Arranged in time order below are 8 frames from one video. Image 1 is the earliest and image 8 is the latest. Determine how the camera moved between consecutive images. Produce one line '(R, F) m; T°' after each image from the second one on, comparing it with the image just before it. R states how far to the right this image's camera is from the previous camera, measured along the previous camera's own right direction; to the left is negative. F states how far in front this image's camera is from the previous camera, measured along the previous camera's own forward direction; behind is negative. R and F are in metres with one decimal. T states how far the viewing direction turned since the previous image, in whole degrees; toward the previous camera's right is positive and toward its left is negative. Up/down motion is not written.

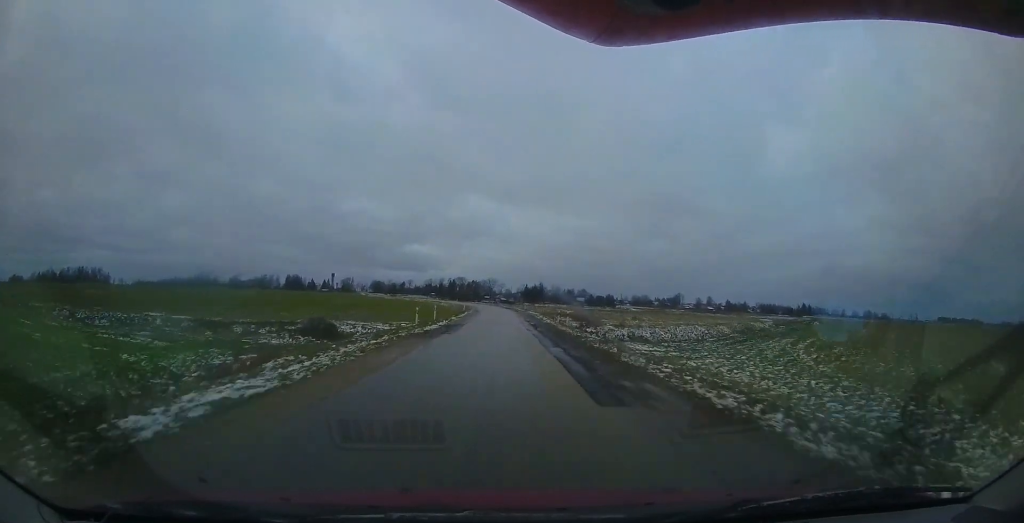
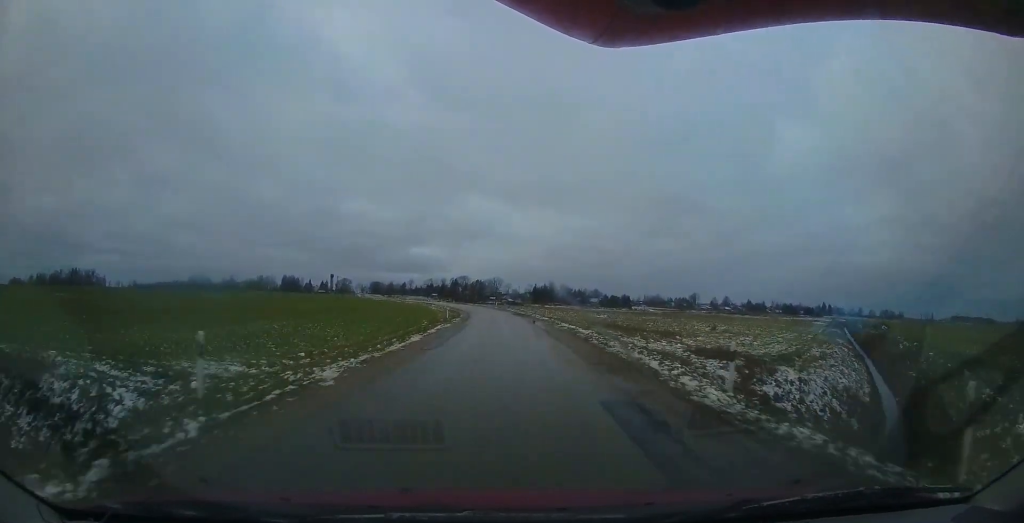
(+0.3, +21.9) m; 0°
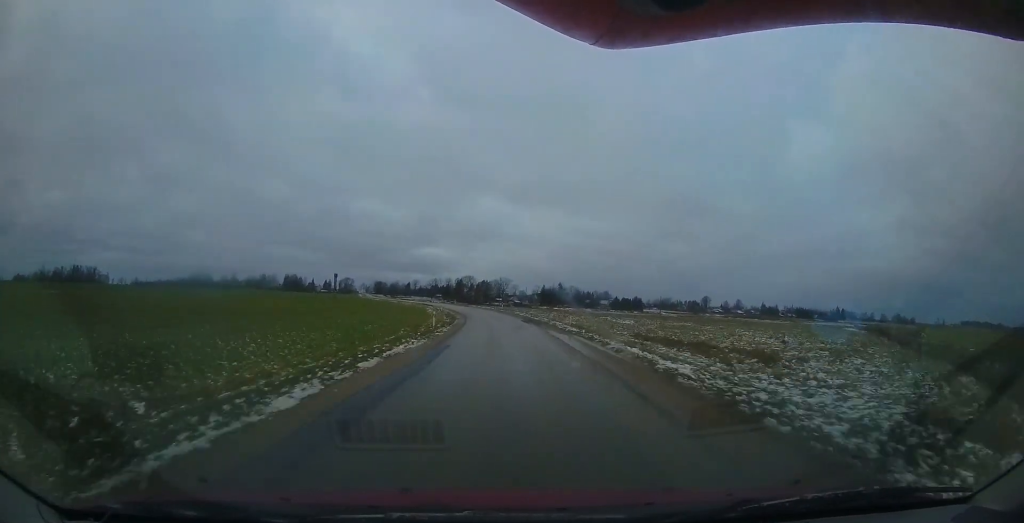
(+0.2, +9.7) m; -1°
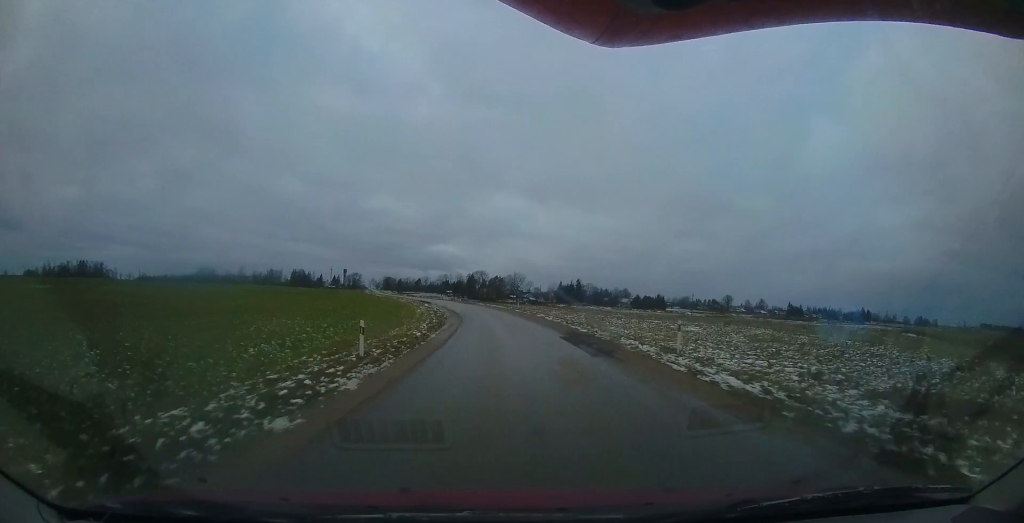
(-0.6, +14.5) m; -3°
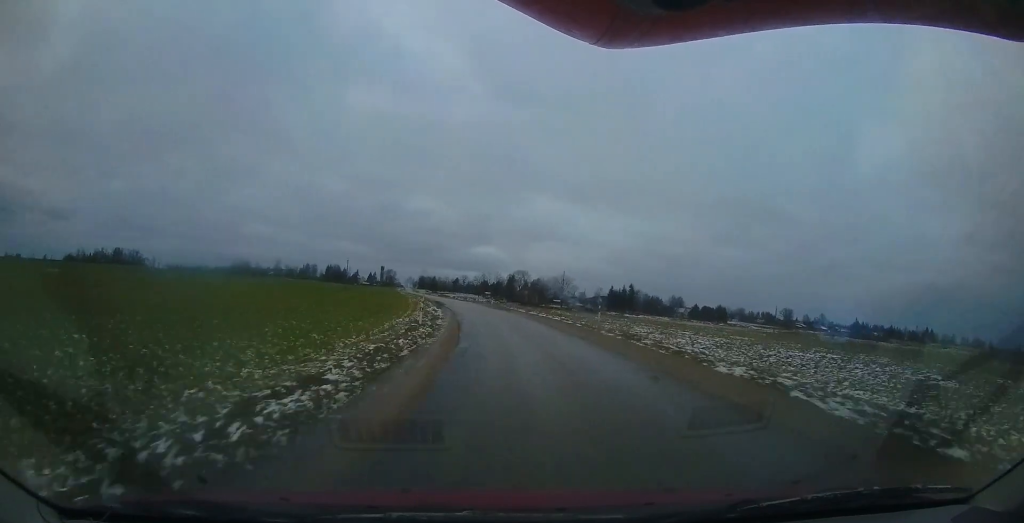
(-0.7, +21.5) m; -5°
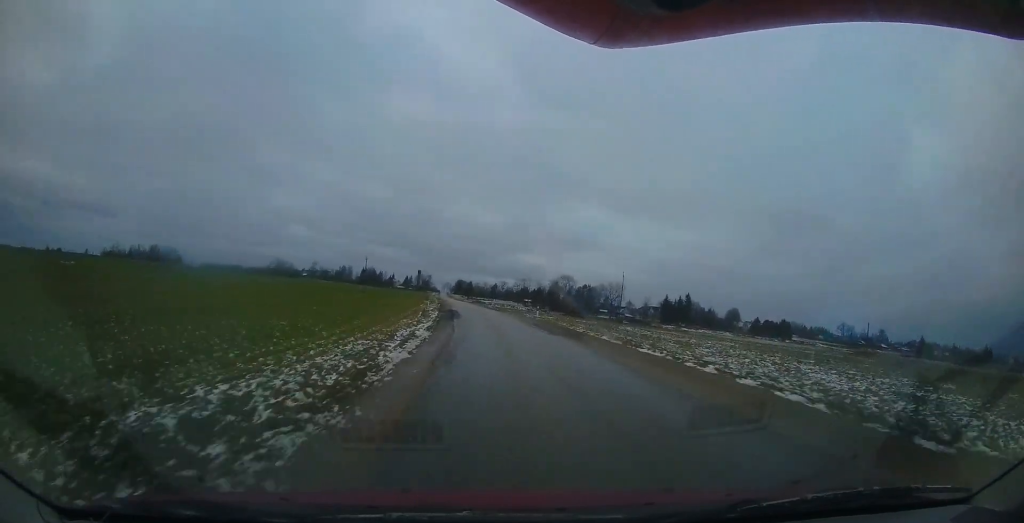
(-0.7, +17.7) m; -6°
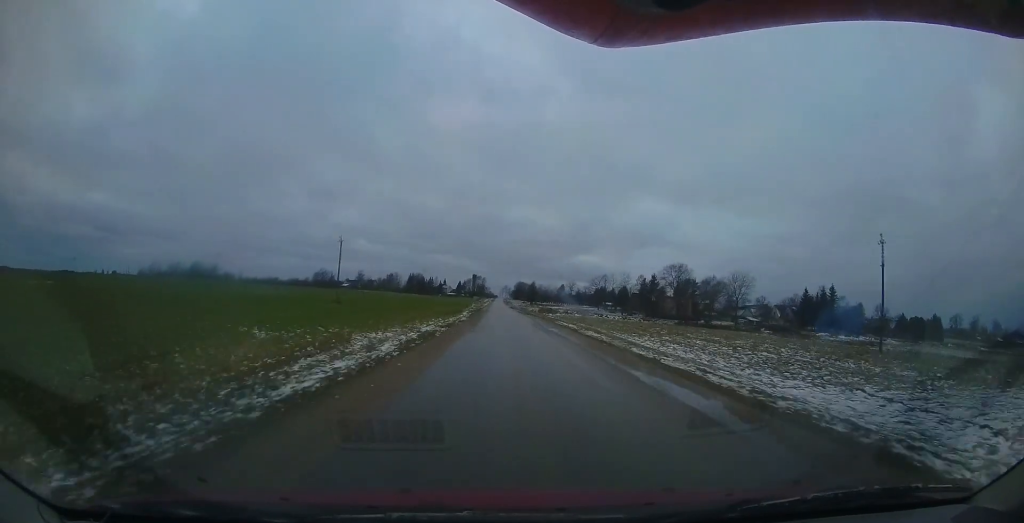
(-7.5, +46.5) m; -18°
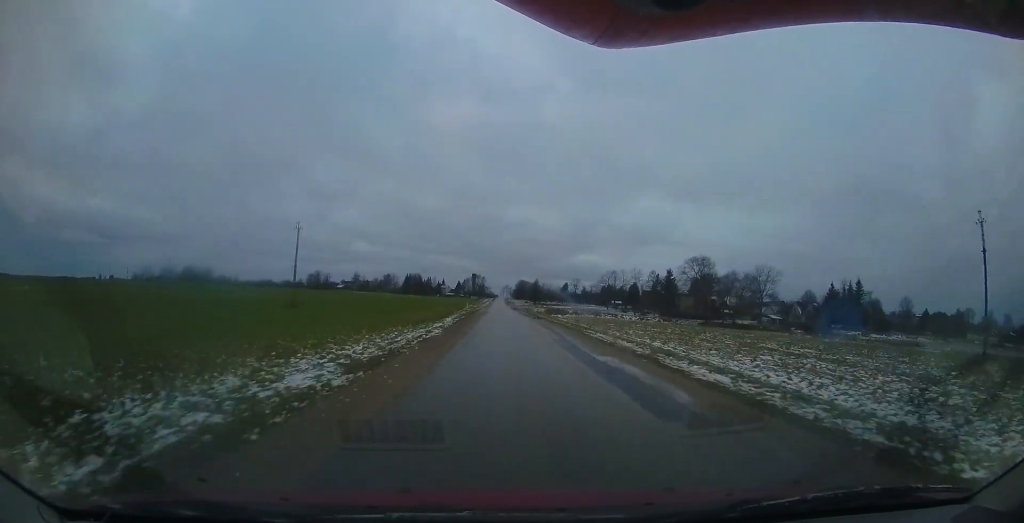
(-0.4, +11.4) m; -2°
